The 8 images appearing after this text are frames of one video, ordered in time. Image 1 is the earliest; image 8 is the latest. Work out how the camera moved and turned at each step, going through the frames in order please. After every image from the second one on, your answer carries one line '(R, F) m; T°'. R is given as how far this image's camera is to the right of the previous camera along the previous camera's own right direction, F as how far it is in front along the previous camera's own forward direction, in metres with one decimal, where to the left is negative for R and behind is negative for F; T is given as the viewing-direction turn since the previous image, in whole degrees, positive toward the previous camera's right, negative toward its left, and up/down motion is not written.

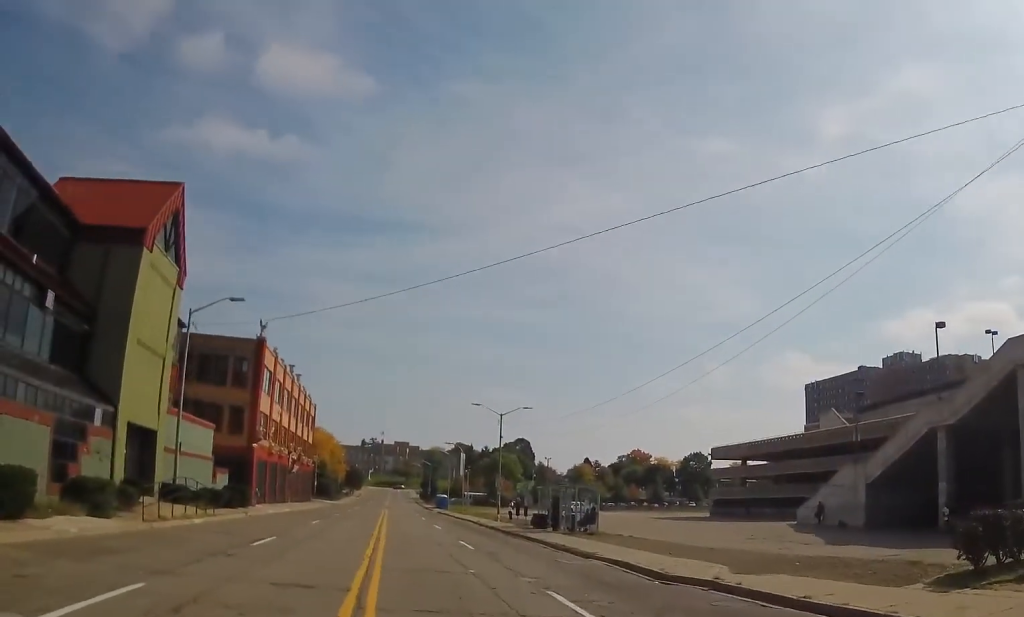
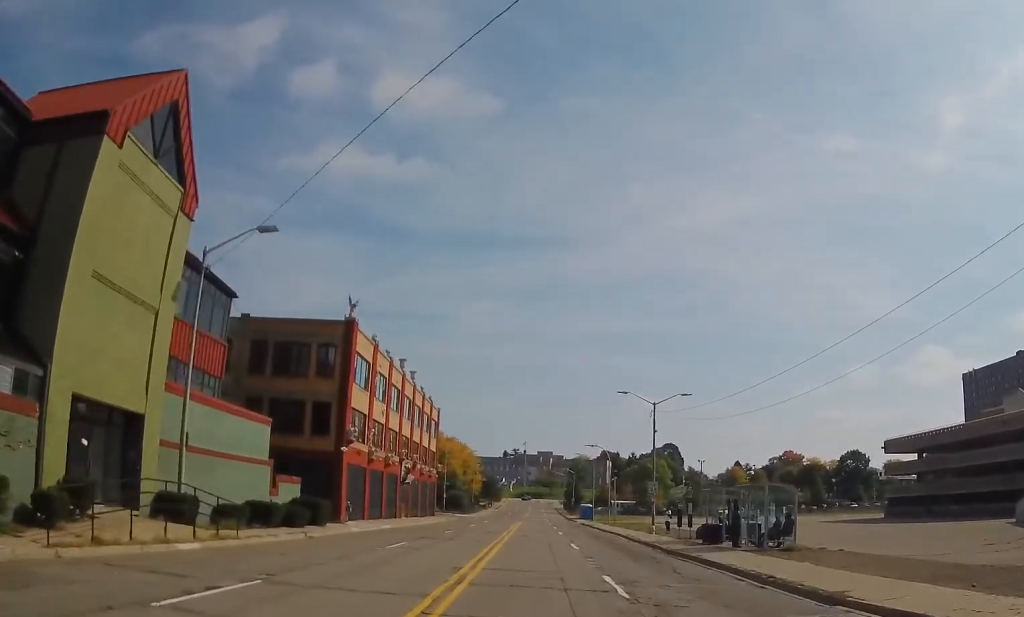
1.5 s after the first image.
(-2.1, +10.3) m; -18°
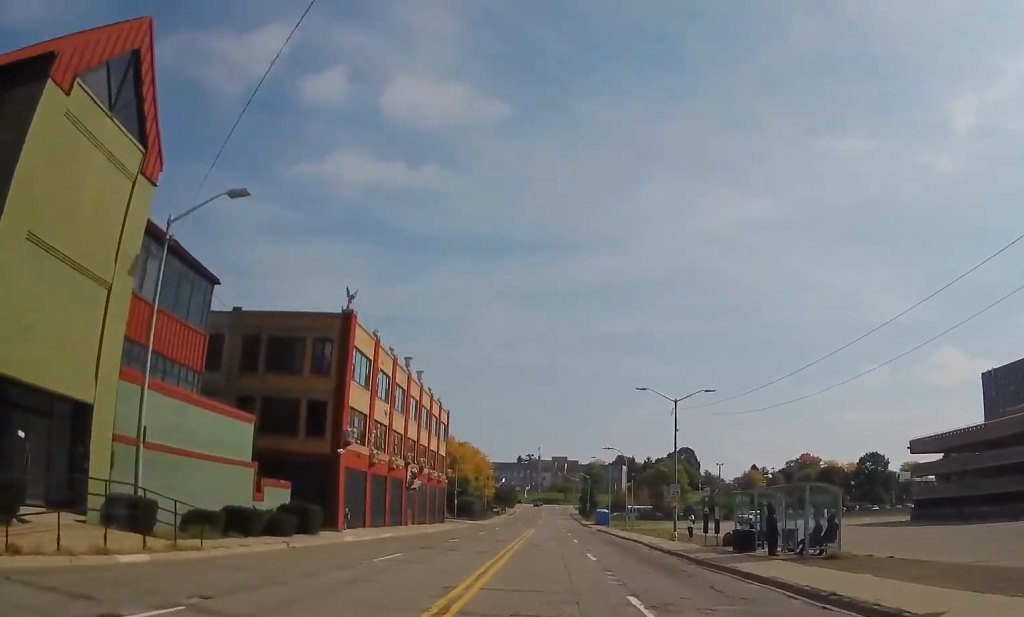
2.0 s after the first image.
(-0.2, +3.3) m; 0°
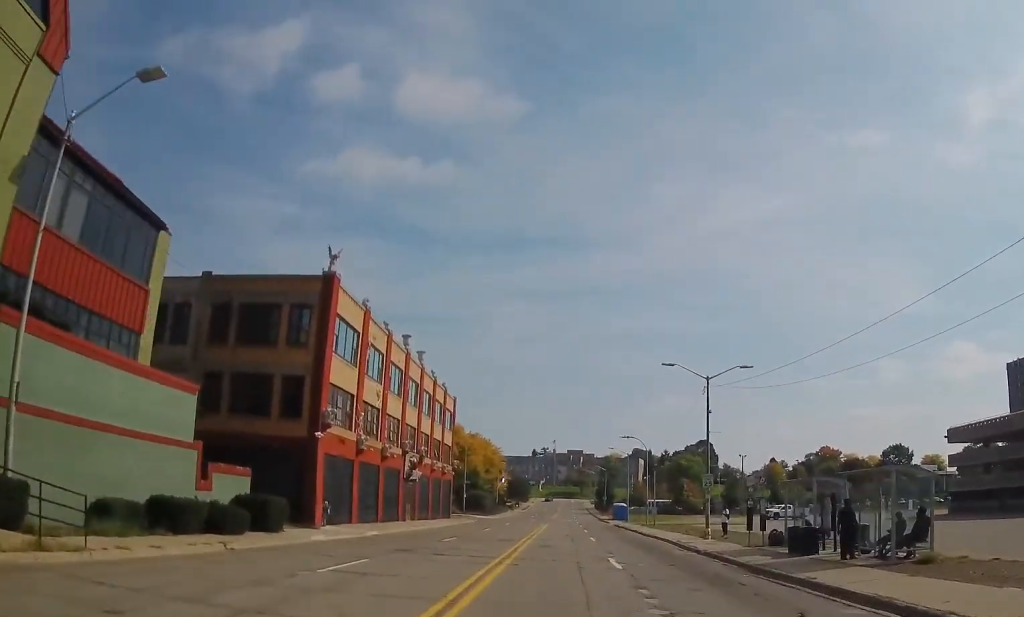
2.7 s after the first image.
(0.0, +5.8) m; +1°
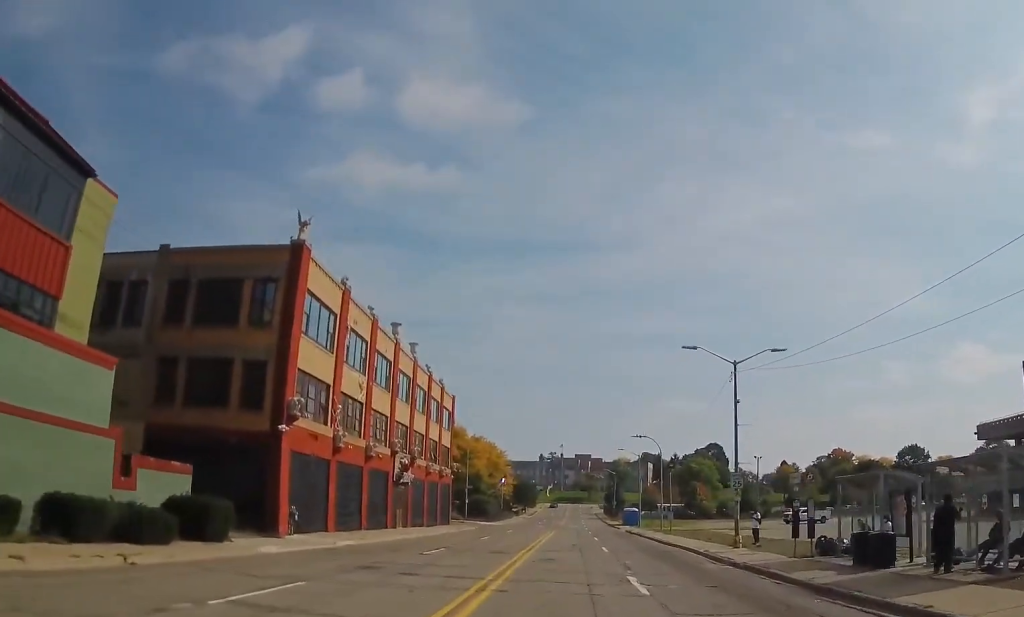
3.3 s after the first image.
(+0.3, +5.1) m; +1°
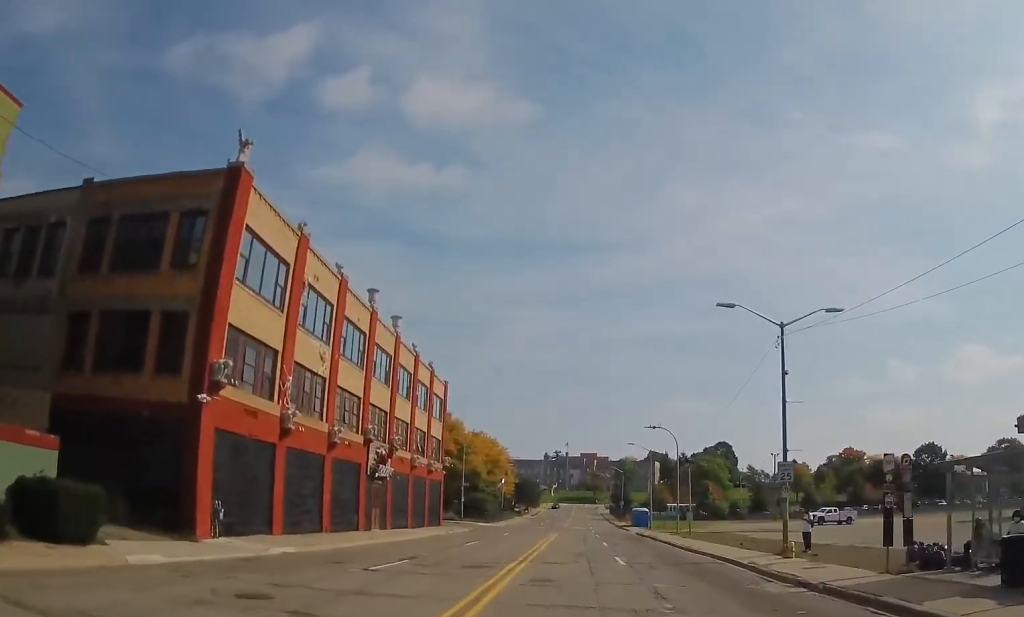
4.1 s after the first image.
(-0.3, +7.2) m; -4°
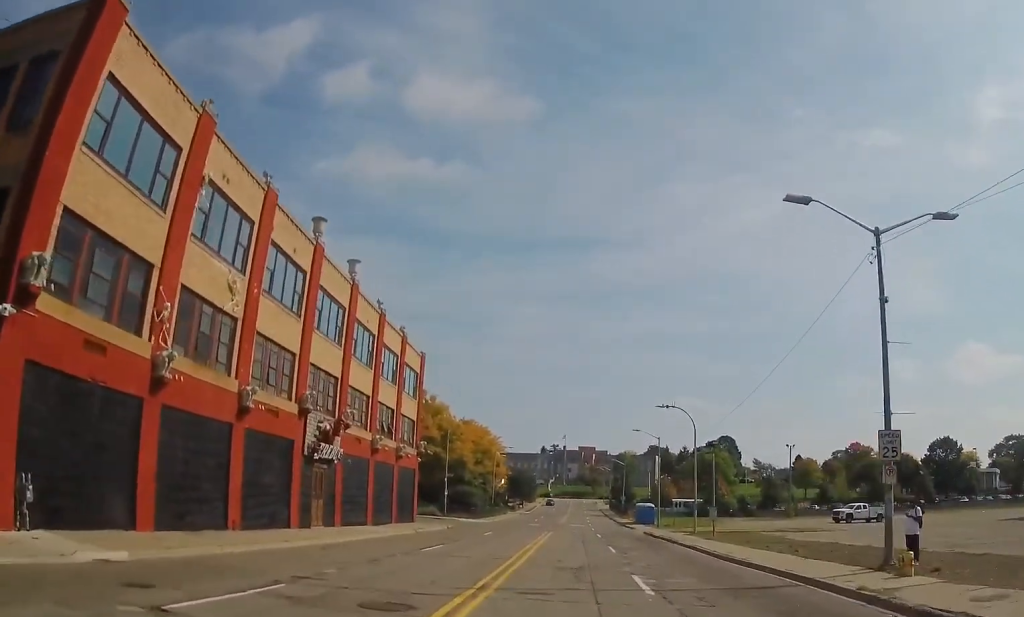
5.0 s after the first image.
(-0.5, +9.3) m; -1°
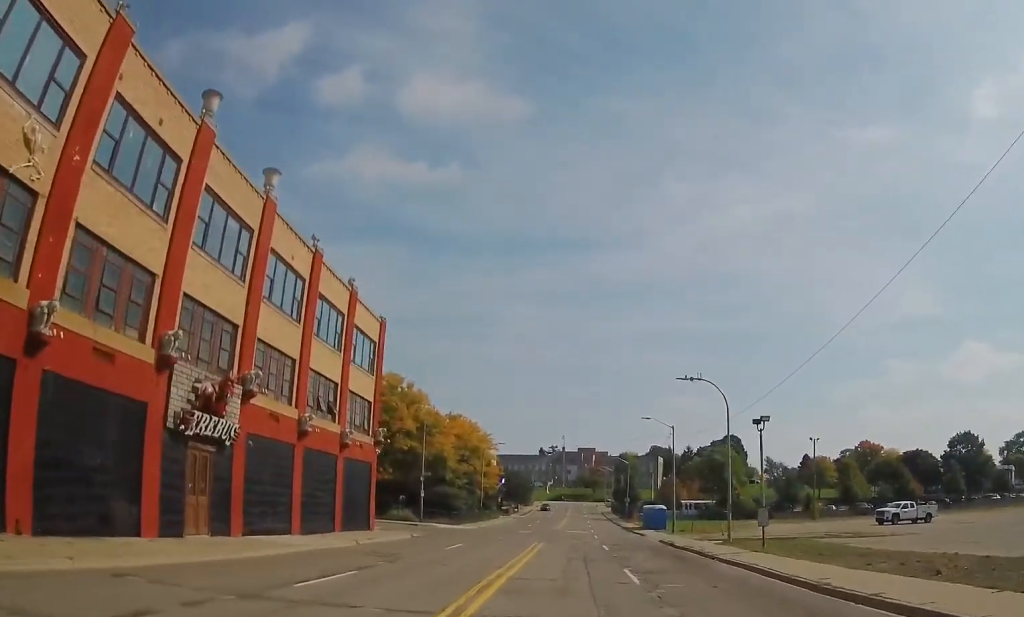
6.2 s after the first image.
(+0.4, +11.0) m; +3°
